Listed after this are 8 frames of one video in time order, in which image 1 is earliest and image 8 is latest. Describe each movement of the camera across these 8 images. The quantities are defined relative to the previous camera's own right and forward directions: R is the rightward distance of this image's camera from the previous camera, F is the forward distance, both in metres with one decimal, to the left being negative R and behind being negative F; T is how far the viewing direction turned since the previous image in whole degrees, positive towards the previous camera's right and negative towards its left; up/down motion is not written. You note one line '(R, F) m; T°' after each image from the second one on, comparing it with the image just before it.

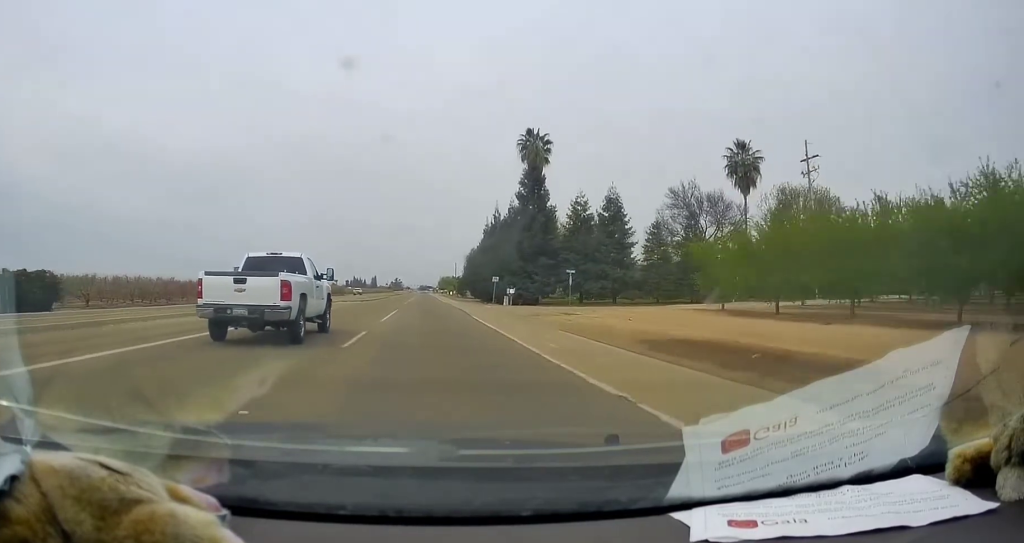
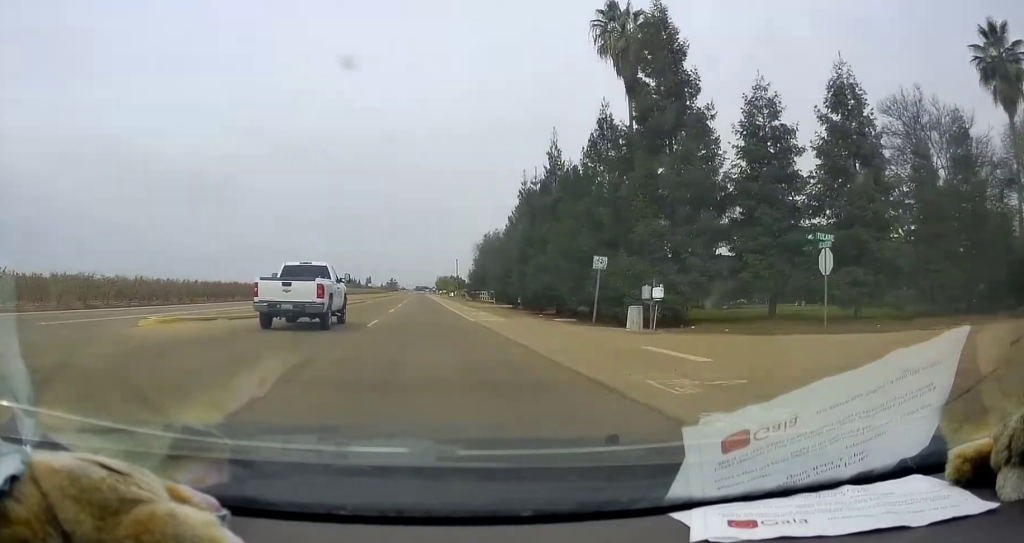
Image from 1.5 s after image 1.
(0.0, +33.9) m; 0°
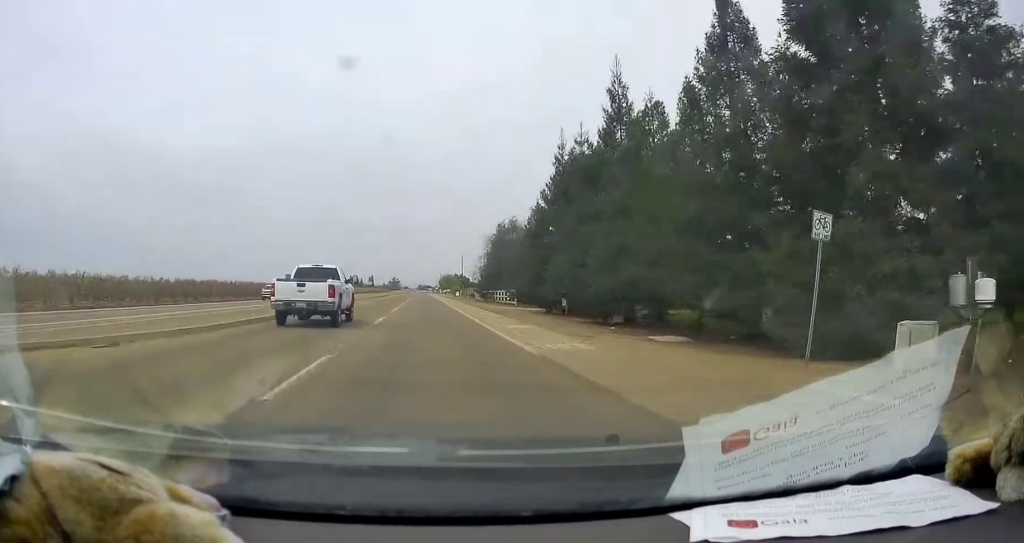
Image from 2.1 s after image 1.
(-0.1, +13.6) m; +1°
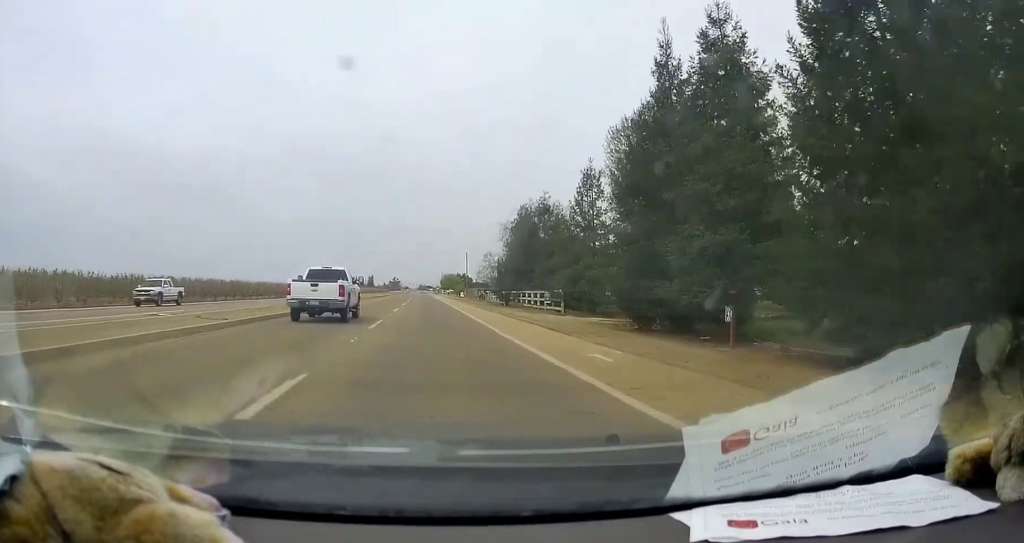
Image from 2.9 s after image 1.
(+0.4, +17.4) m; +1°
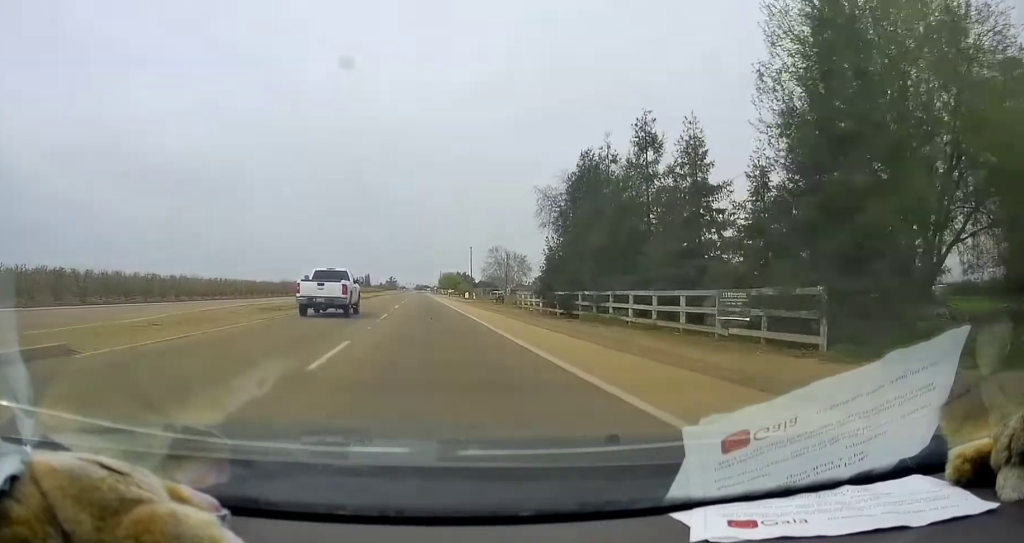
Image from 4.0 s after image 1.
(-0.1, +24.9) m; -1°
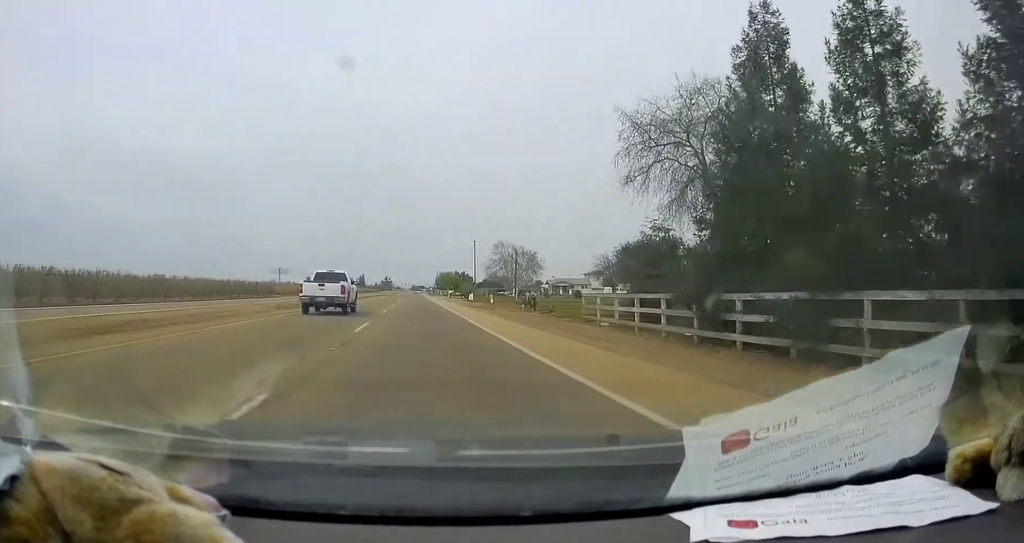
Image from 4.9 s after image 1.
(-0.3, +20.2) m; 0°
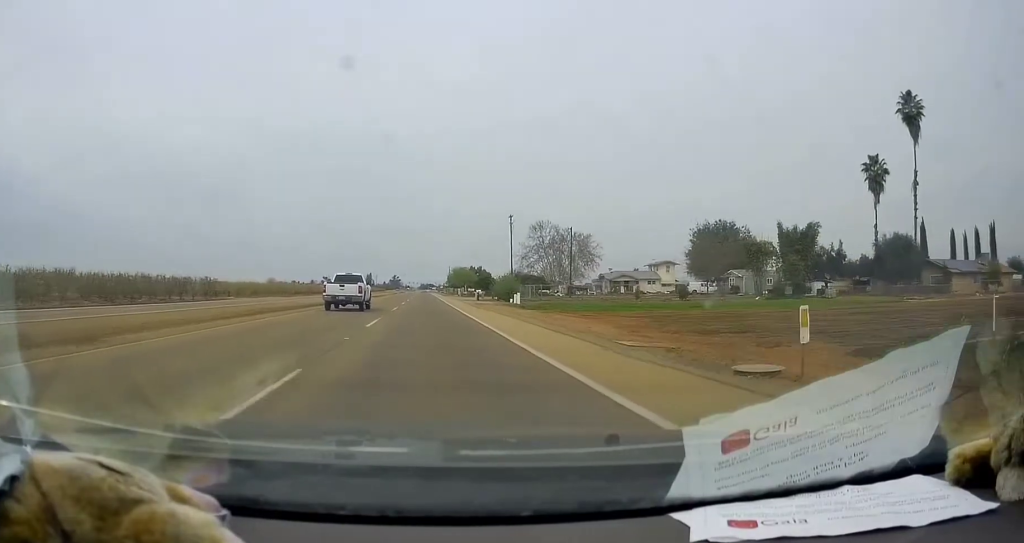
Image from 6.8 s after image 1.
(+0.9, +42.4) m; +1°
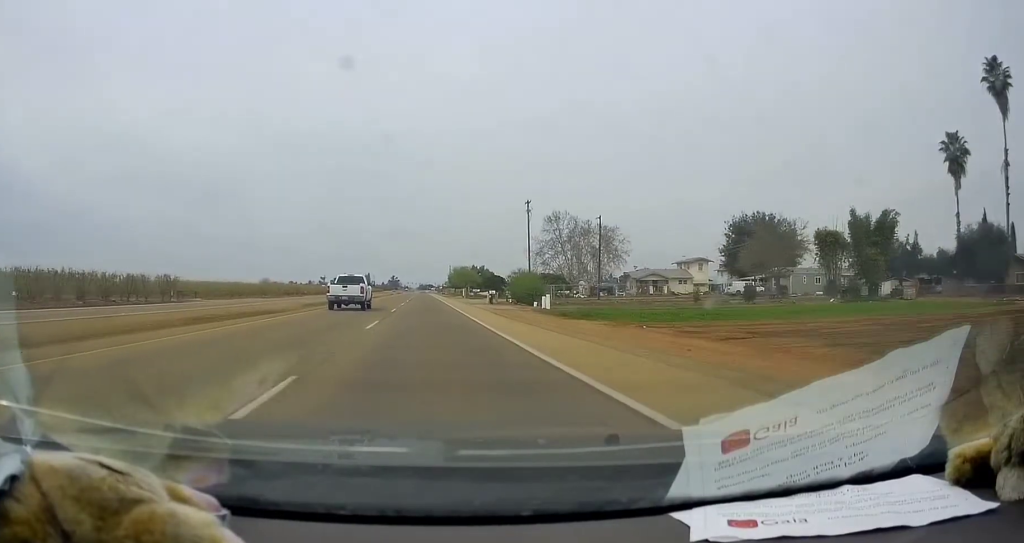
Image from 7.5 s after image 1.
(-0.4, +15.6) m; -1°
